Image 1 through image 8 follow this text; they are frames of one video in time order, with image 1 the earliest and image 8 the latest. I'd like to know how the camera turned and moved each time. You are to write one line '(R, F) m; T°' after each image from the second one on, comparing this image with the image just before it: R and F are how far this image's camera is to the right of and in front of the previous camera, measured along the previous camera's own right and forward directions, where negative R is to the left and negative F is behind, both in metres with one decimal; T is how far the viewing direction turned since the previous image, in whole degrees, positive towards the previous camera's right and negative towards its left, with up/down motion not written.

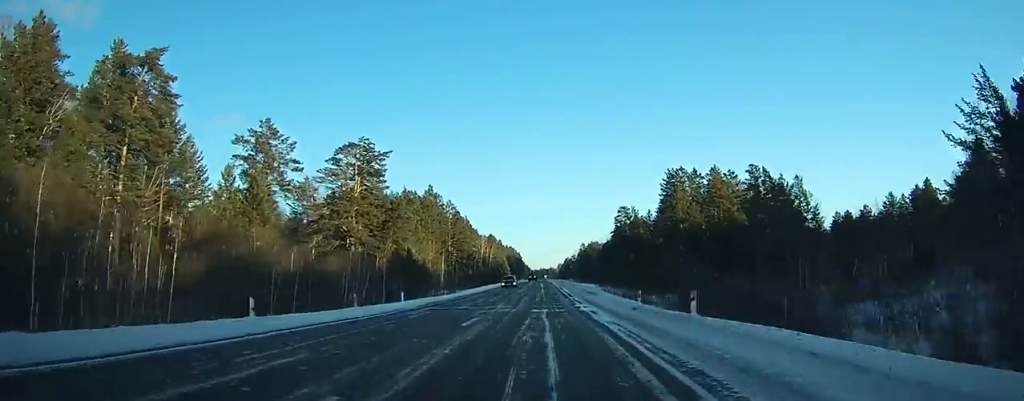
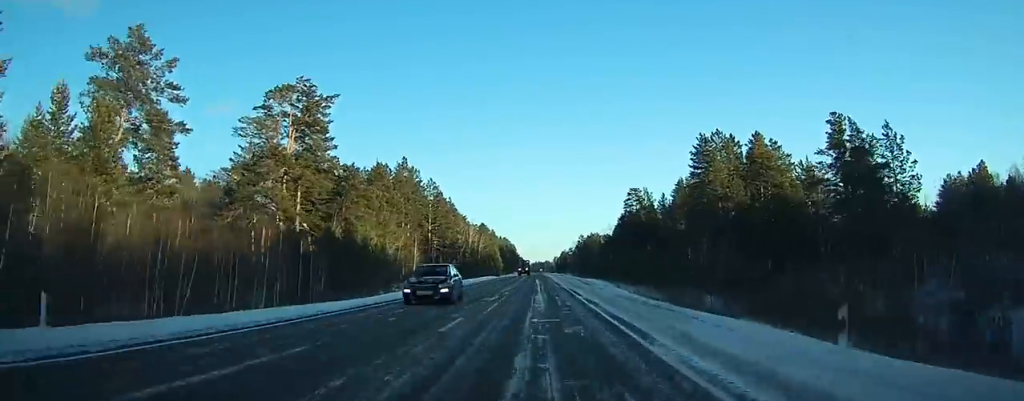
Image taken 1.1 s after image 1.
(0.0, +27.3) m; 0°
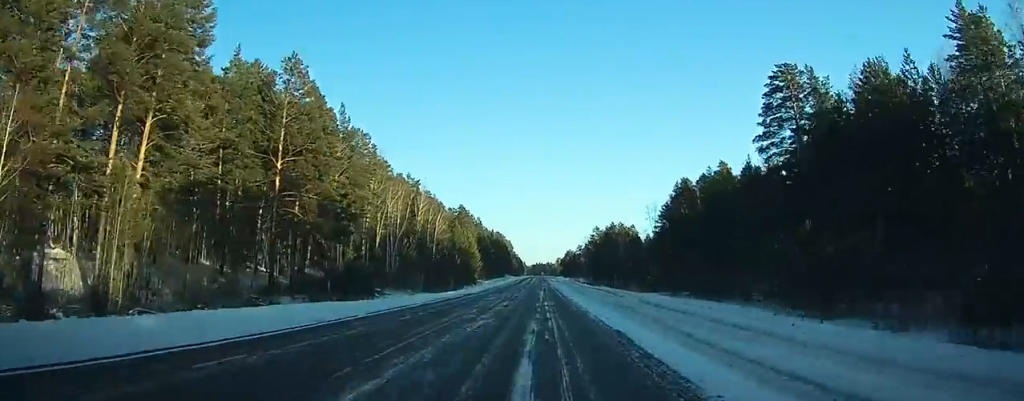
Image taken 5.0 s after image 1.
(-0.2, +94.1) m; 0°
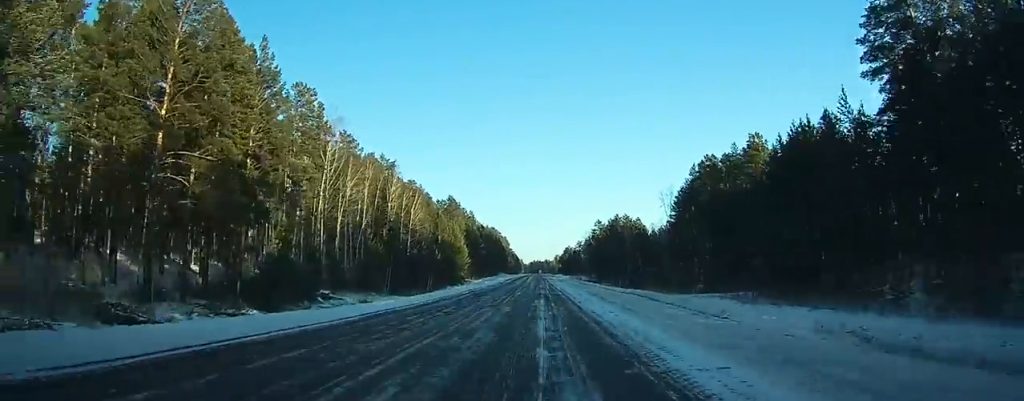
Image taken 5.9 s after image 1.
(+0.2, +21.4) m; 0°
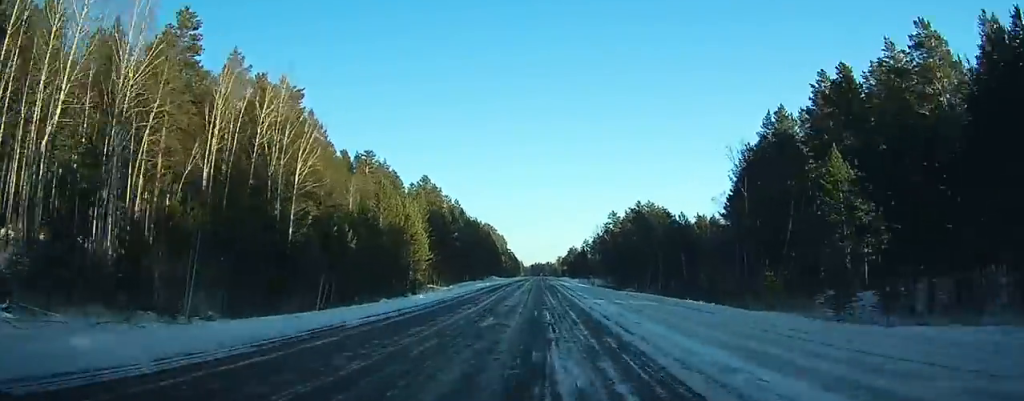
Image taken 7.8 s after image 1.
(+0.2, +47.9) m; 0°
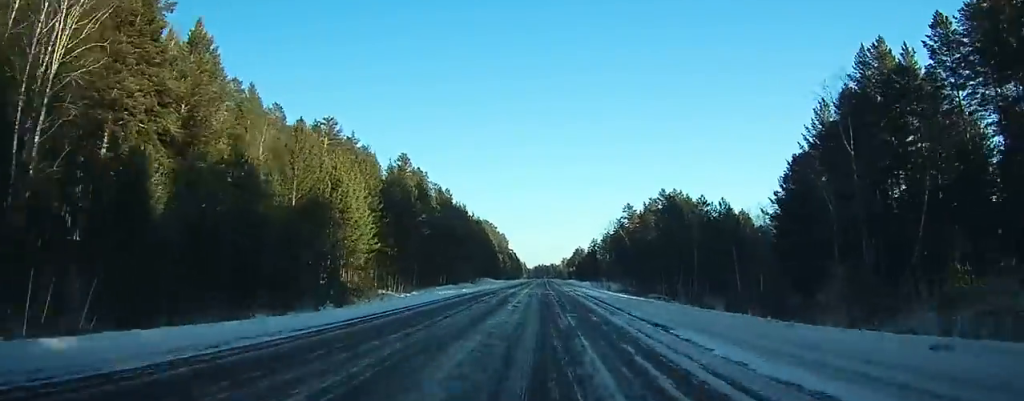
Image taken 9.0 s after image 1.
(-0.2, +29.8) m; 0°
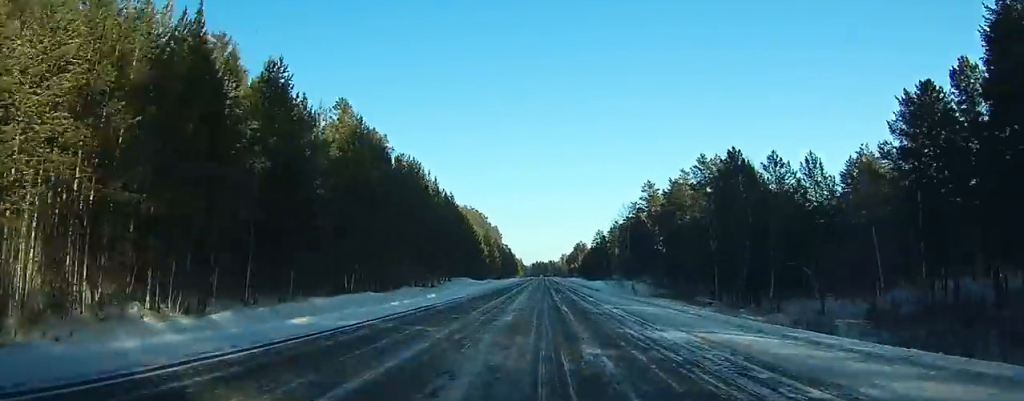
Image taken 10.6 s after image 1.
(+0.2, +39.9) m; +1°
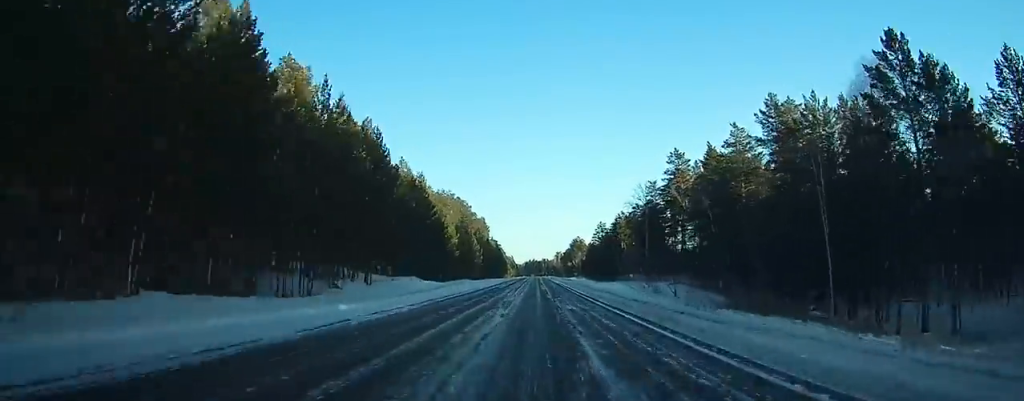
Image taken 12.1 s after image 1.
(+0.3, +38.3) m; 0°
